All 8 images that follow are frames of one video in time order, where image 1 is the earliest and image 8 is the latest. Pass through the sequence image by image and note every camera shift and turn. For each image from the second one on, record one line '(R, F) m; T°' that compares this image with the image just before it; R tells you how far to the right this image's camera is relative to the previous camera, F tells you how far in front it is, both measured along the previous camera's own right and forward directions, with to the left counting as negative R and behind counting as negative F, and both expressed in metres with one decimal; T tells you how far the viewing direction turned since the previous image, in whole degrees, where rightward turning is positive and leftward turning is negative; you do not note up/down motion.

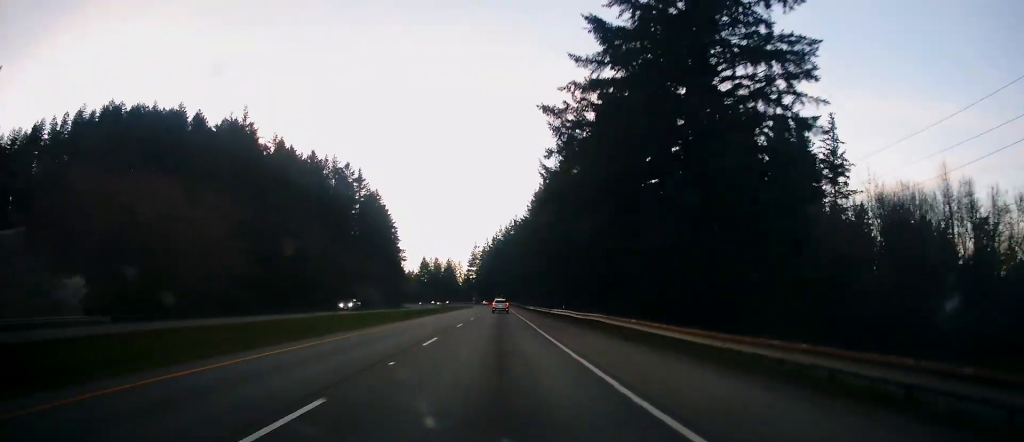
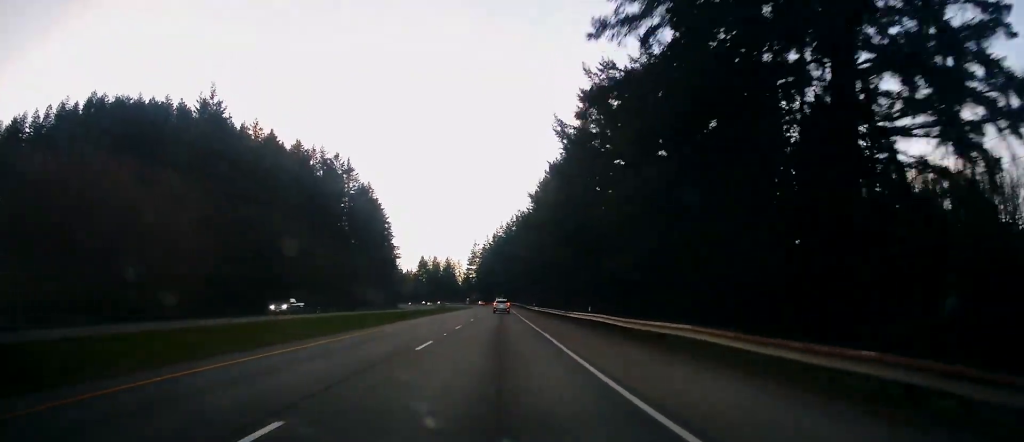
(0.0, +13.7) m; 0°
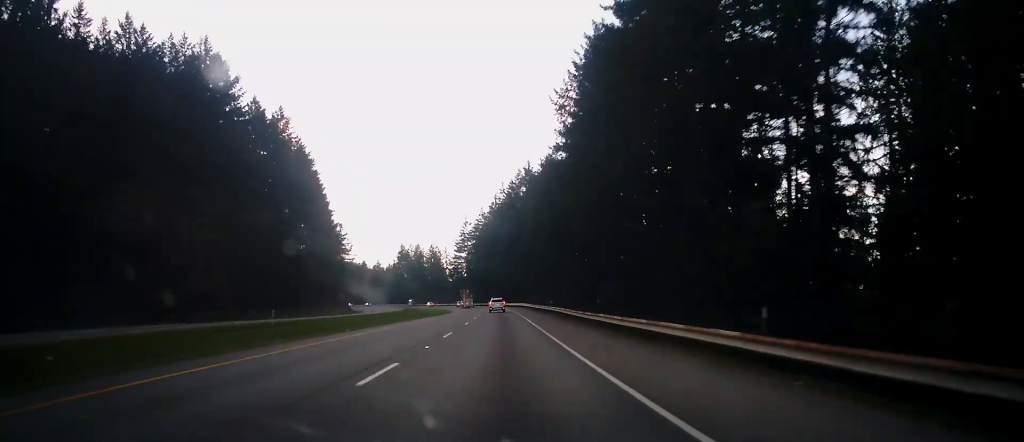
(-0.7, +79.5) m; -1°
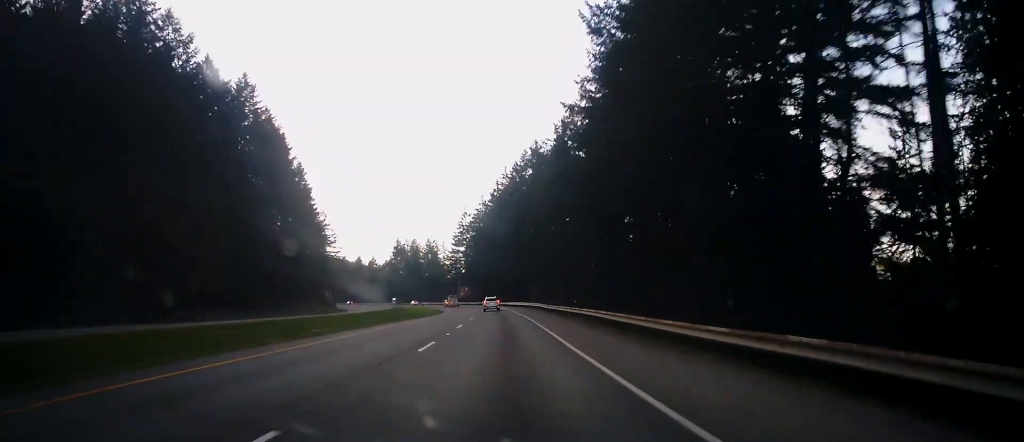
(0.0, +18.4) m; 0°
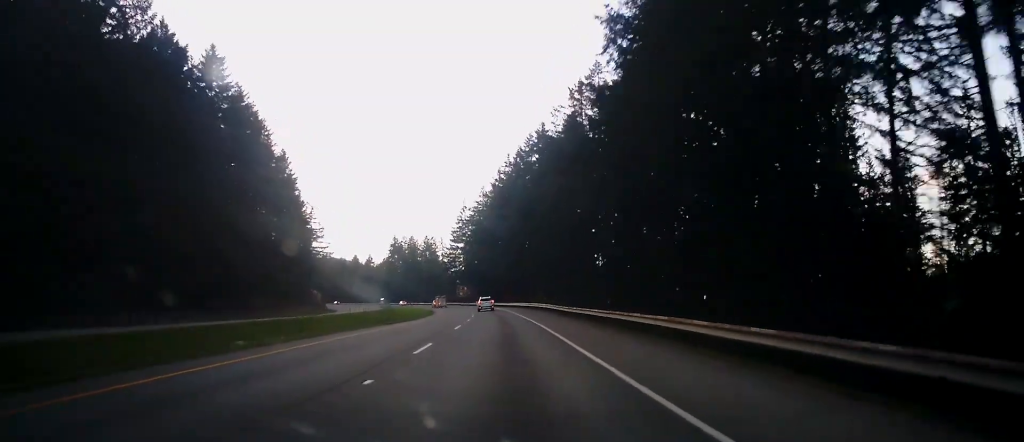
(+0.1, +13.1) m; 0°
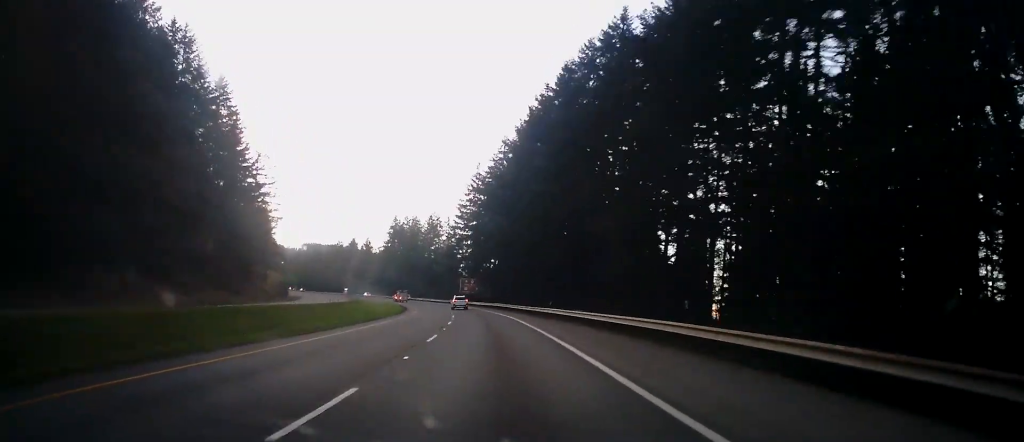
(-0.7, +45.1) m; -1°
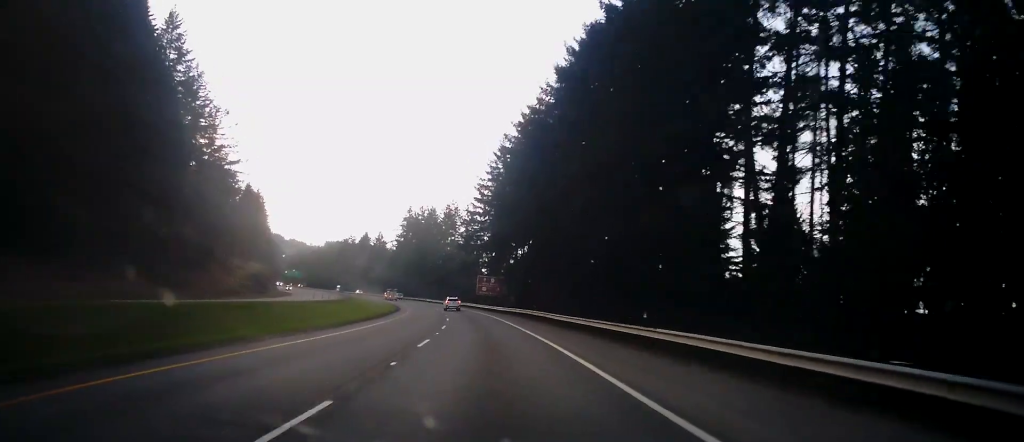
(-0.1, +26.0) m; 0°
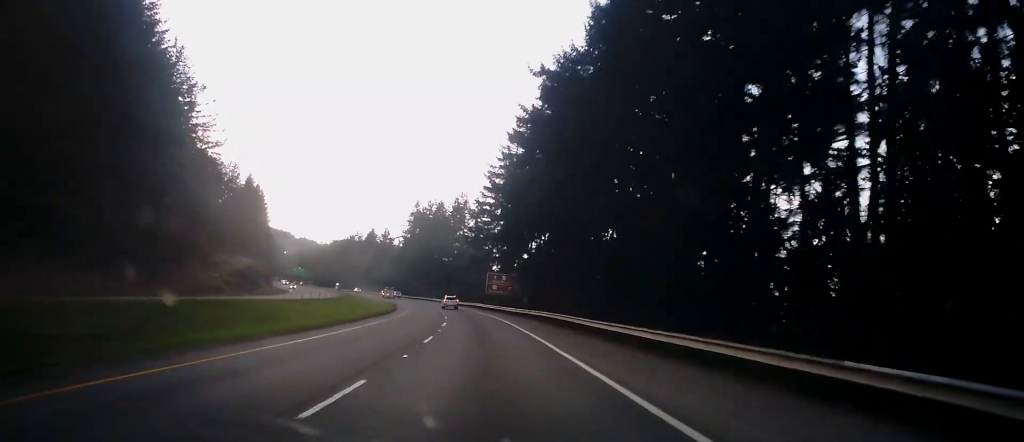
(0.0, +10.4) m; 0°
